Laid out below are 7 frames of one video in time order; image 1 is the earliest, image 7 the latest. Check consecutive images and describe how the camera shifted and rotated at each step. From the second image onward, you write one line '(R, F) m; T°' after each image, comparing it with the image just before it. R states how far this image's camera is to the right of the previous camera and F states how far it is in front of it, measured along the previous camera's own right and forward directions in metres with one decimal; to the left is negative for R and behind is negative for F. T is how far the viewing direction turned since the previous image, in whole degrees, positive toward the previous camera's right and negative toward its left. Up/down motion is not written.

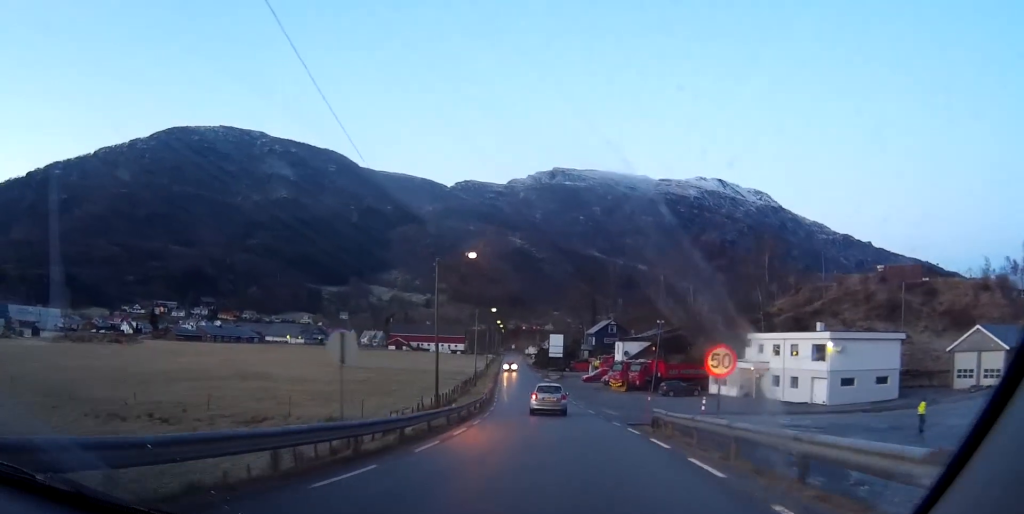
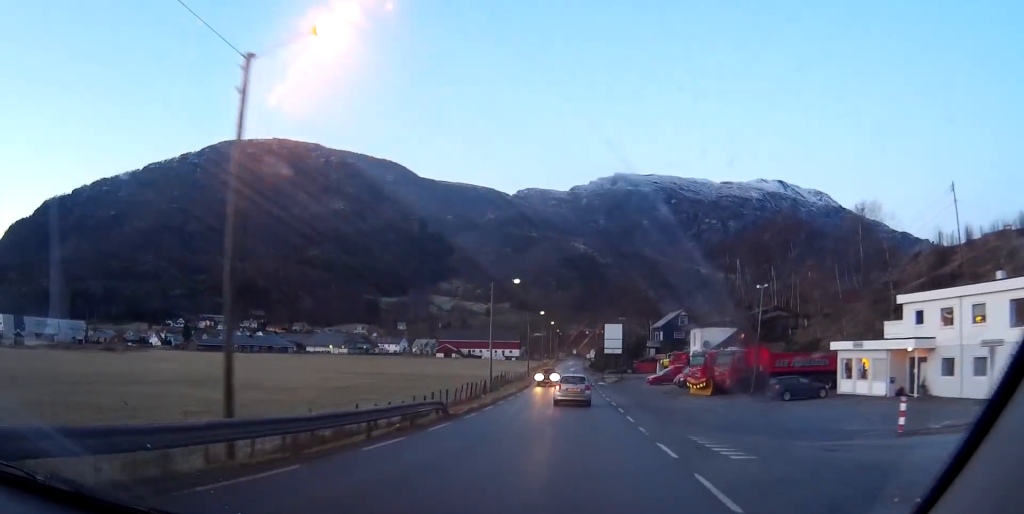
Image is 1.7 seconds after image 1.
(-1.0, +27.6) m; -4°
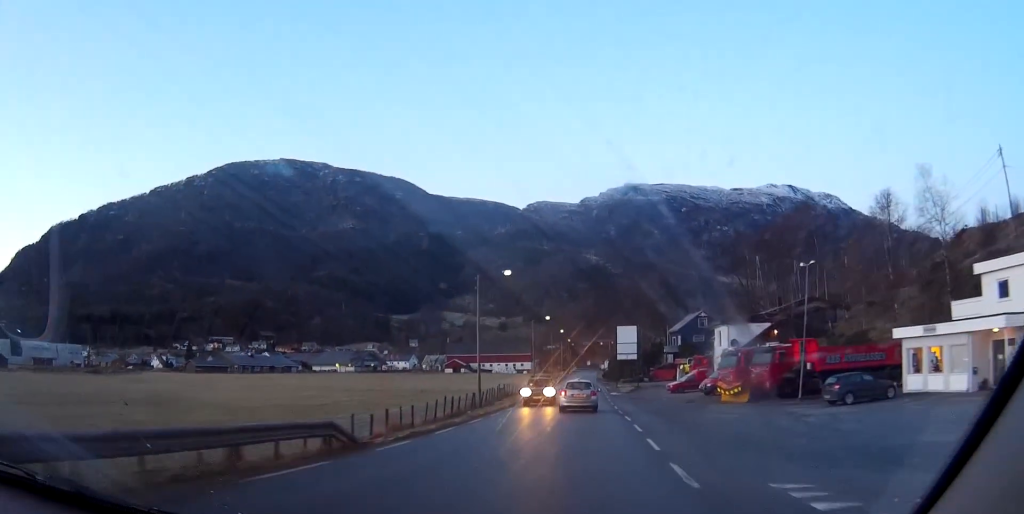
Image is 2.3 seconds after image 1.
(-0.2, +10.3) m; -1°
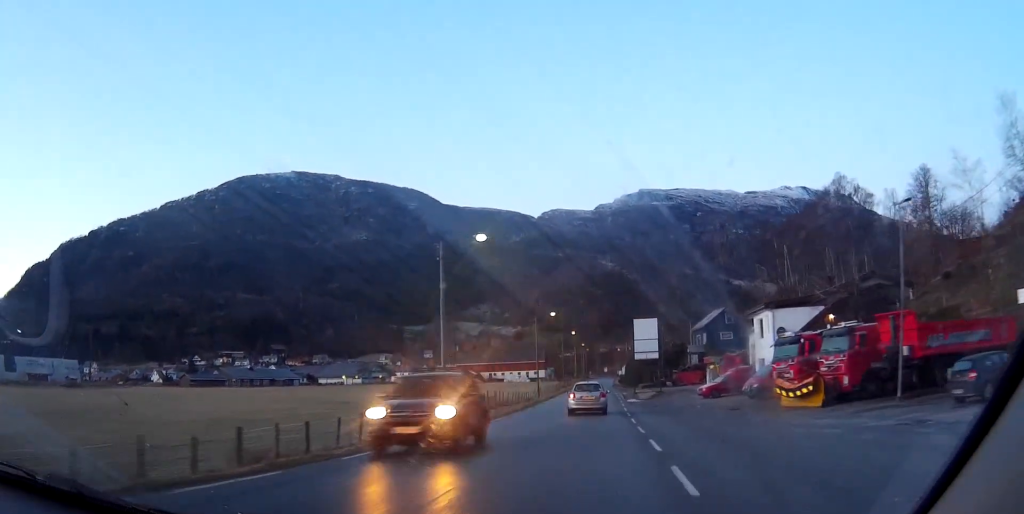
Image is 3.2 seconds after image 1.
(-0.2, +13.5) m; -1°
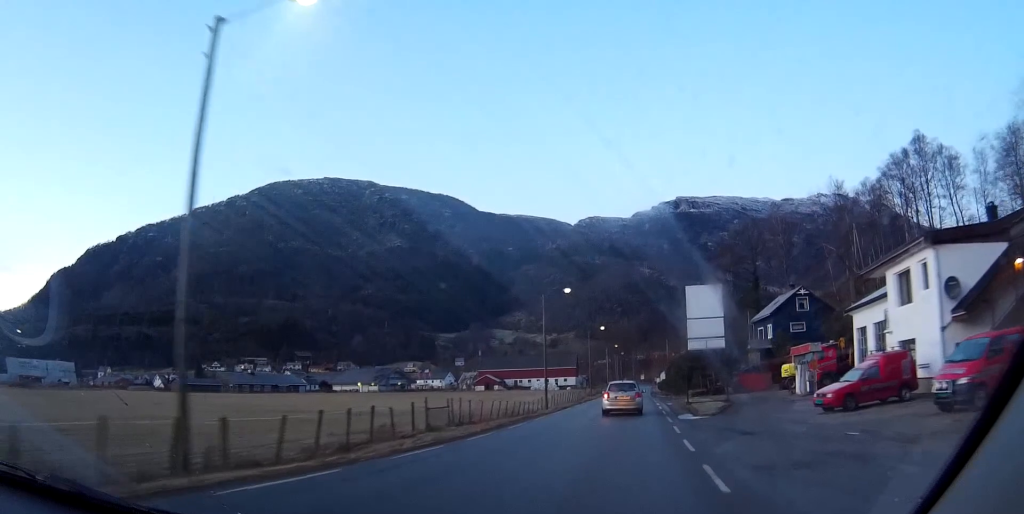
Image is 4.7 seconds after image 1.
(-0.3, +24.1) m; -1°
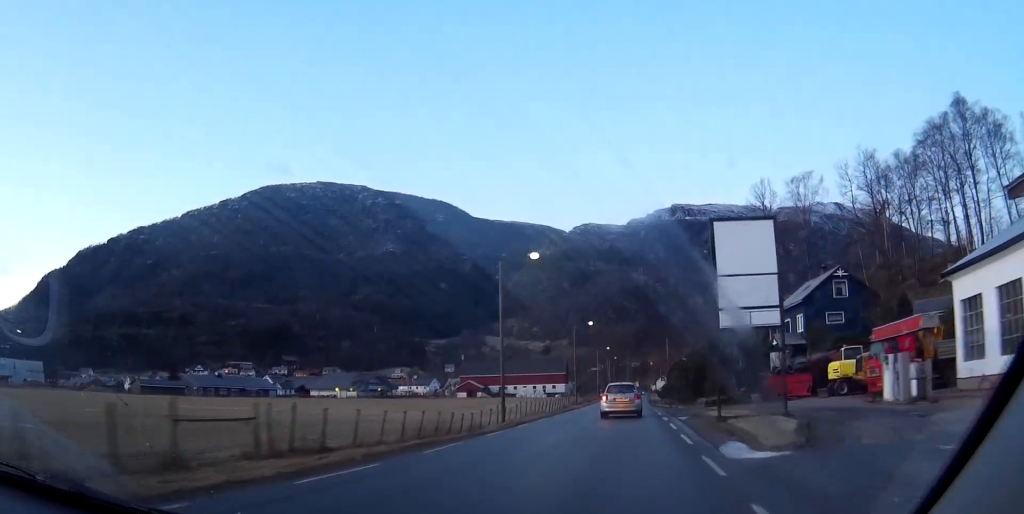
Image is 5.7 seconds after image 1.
(0.0, +16.8) m; 0°
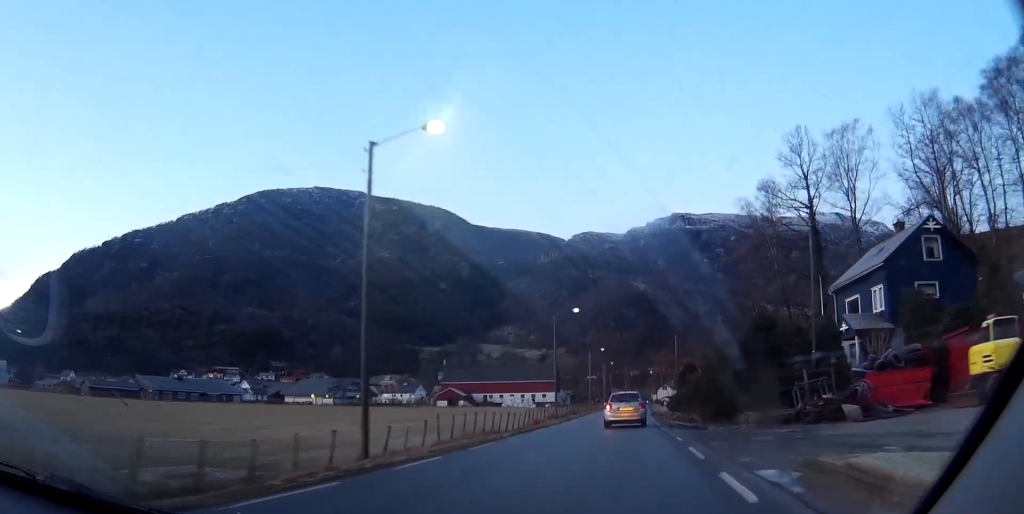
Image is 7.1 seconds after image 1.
(-0.1, +20.7) m; -1°
